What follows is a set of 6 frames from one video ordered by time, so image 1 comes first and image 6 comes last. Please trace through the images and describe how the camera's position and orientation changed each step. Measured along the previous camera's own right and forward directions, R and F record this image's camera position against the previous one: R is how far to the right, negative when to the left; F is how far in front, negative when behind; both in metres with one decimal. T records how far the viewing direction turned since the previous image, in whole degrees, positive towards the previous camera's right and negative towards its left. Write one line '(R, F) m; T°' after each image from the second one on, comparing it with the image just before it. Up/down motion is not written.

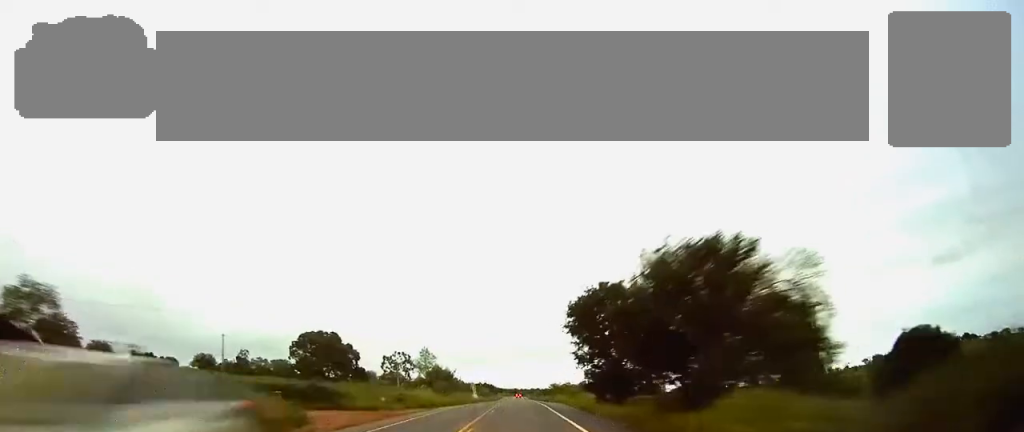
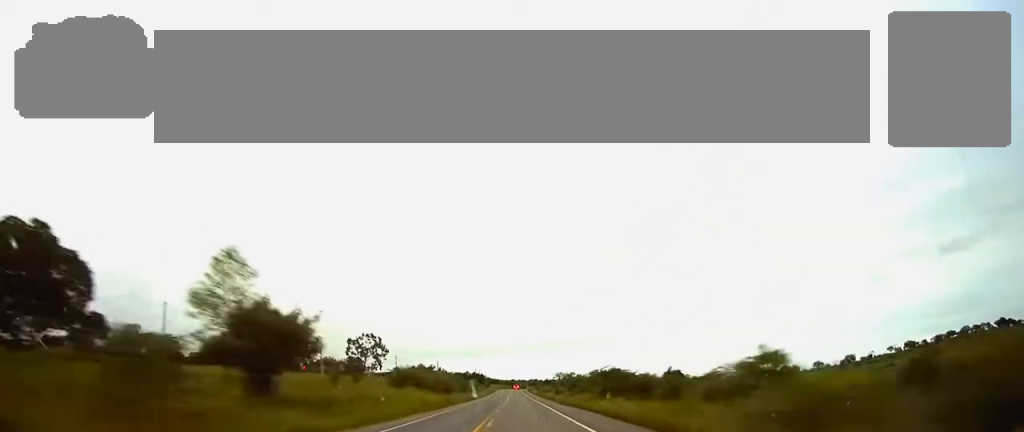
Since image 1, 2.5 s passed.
(+0.1, +77.1) m; 0°
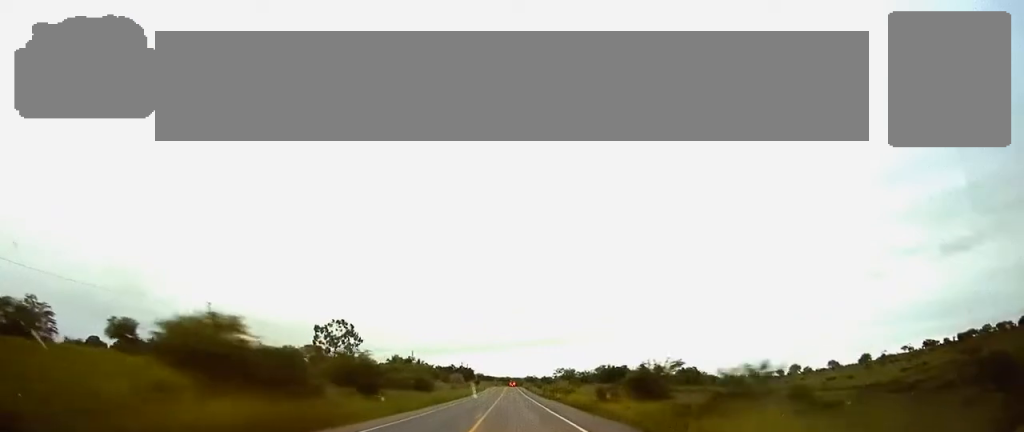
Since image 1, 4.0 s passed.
(+0.2, +45.8) m; 0°
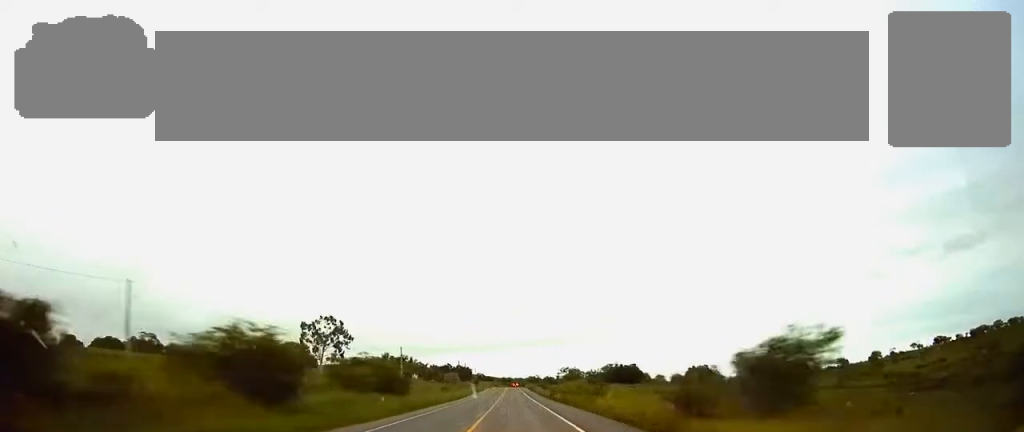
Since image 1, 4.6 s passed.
(0.0, +18.8) m; 0°
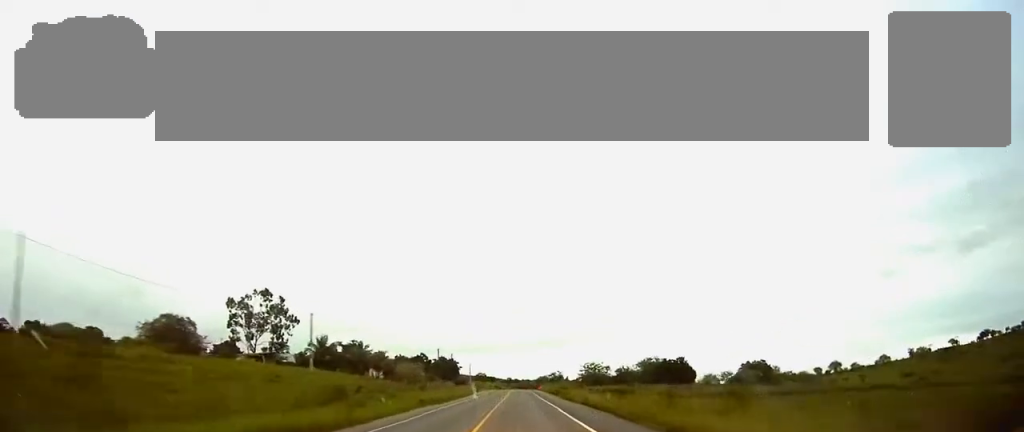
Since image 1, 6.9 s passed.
(-0.2, +71.8) m; 0°
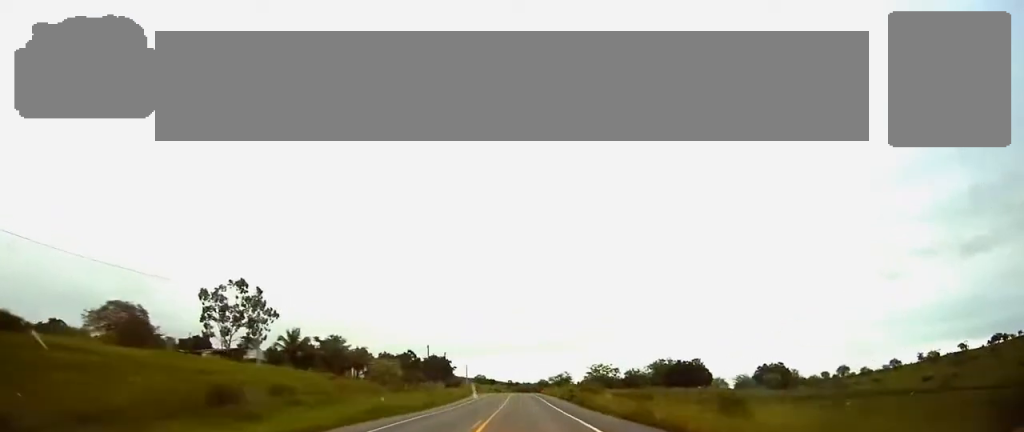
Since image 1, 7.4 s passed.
(0.0, +17.6) m; 0°
